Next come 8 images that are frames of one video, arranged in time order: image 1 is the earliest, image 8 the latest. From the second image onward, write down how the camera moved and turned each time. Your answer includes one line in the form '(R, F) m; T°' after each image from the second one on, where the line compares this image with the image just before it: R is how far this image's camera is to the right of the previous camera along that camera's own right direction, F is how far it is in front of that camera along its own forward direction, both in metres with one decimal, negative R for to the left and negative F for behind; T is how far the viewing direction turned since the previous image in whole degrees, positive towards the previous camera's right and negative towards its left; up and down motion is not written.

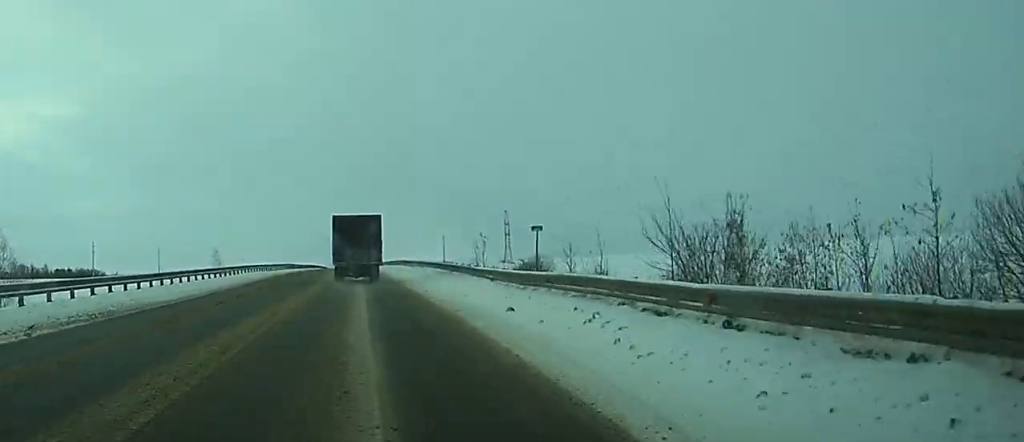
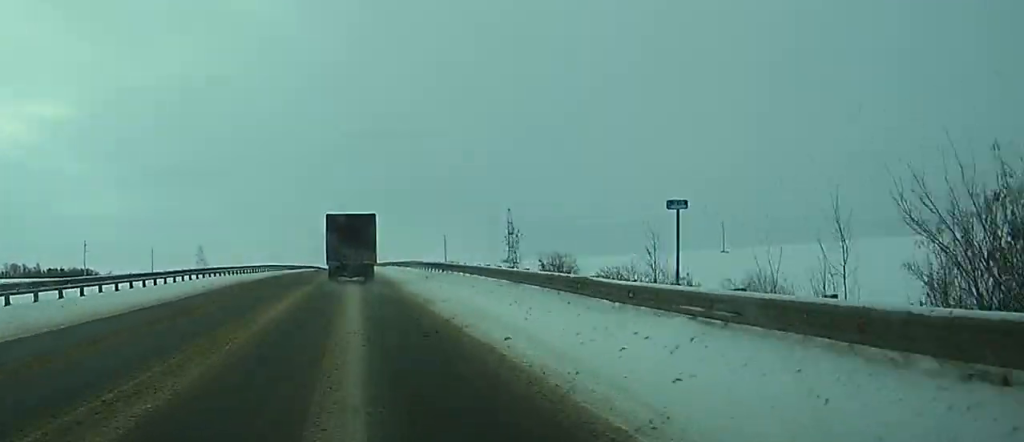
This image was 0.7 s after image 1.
(+0.1, +16.2) m; 0°
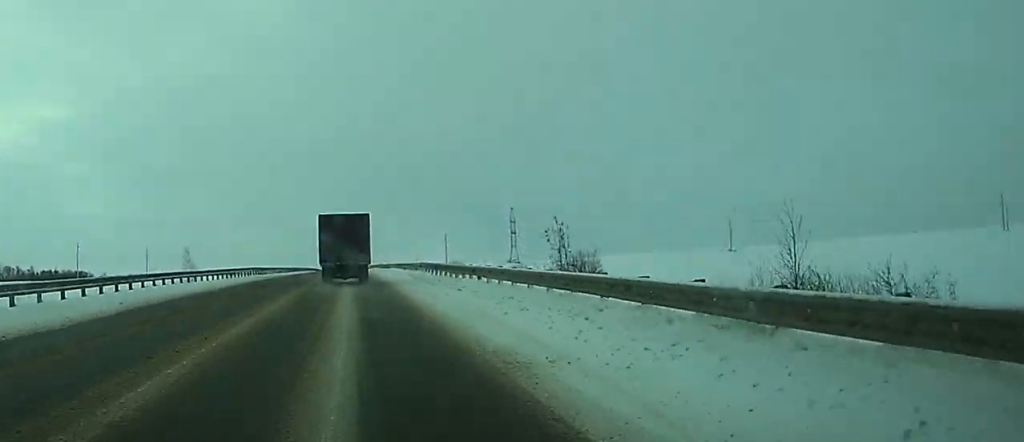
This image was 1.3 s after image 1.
(0.0, +13.2) m; 0°
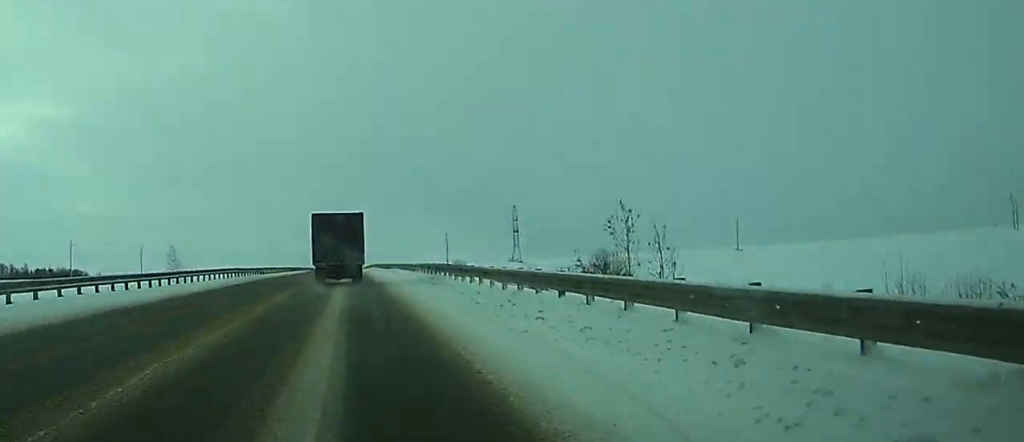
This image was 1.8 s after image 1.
(0.0, +11.7) m; 0°
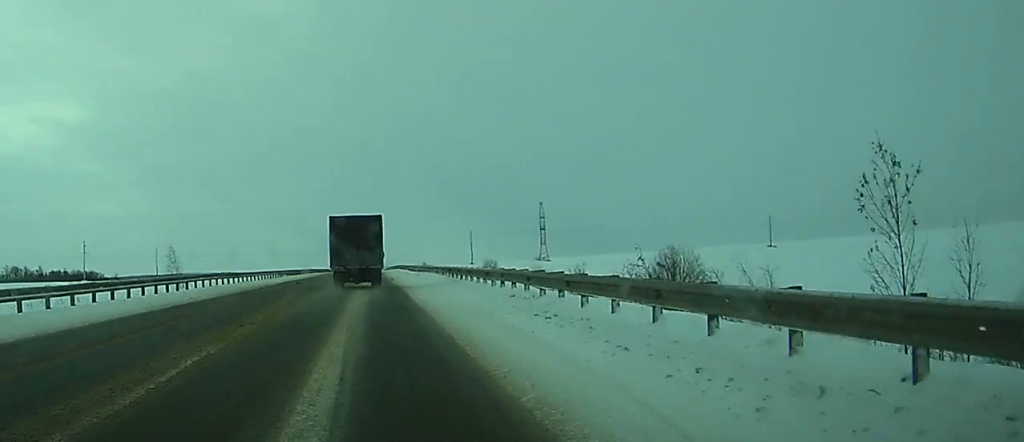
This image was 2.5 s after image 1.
(0.0, +16.4) m; 0°
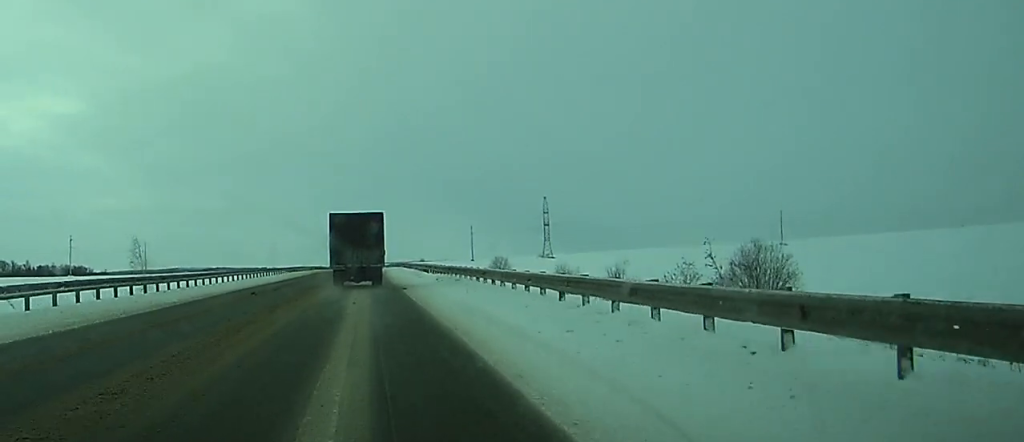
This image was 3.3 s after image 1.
(-0.1, +19.4) m; 0°
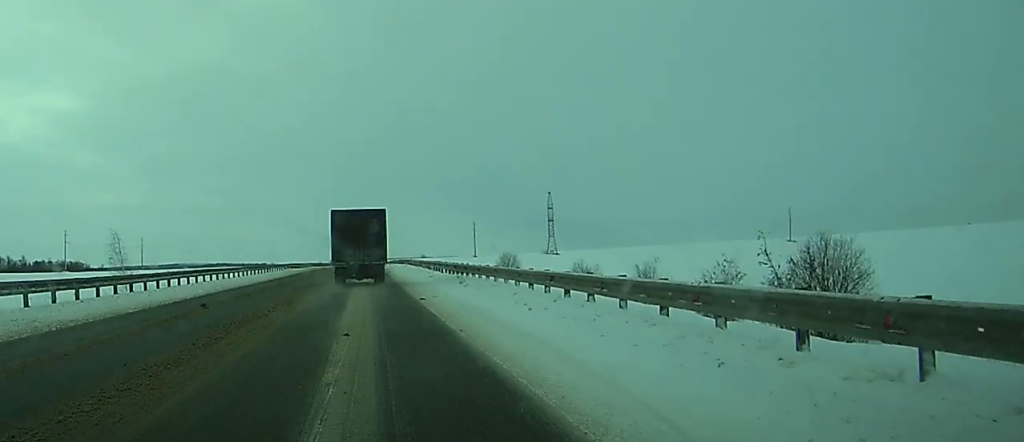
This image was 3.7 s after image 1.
(0.0, +10.1) m; 0°
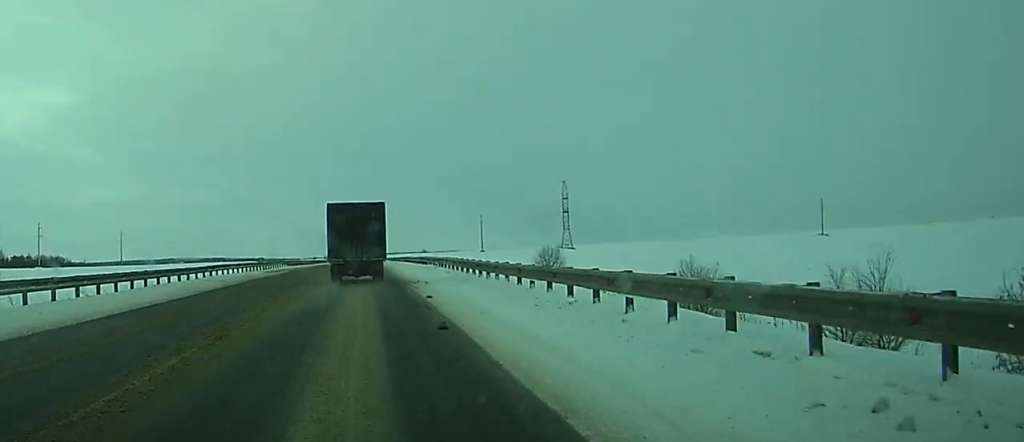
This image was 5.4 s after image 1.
(-0.1, +39.4) m; 0°
